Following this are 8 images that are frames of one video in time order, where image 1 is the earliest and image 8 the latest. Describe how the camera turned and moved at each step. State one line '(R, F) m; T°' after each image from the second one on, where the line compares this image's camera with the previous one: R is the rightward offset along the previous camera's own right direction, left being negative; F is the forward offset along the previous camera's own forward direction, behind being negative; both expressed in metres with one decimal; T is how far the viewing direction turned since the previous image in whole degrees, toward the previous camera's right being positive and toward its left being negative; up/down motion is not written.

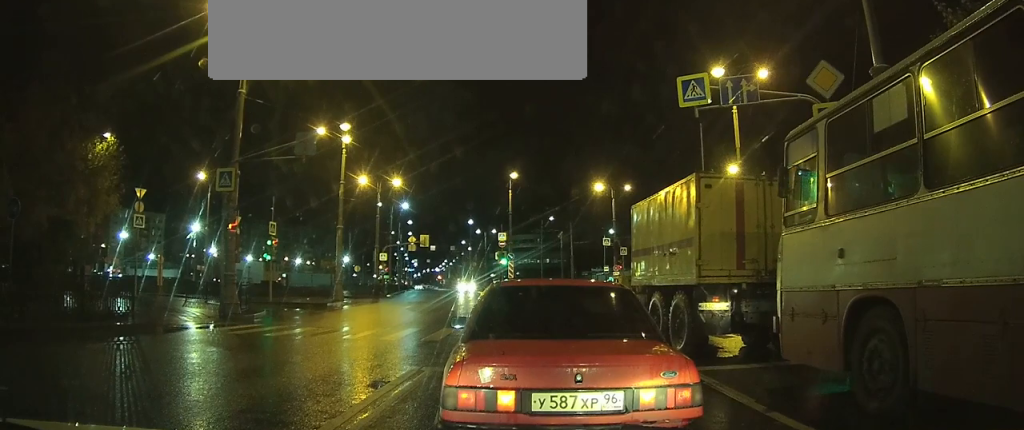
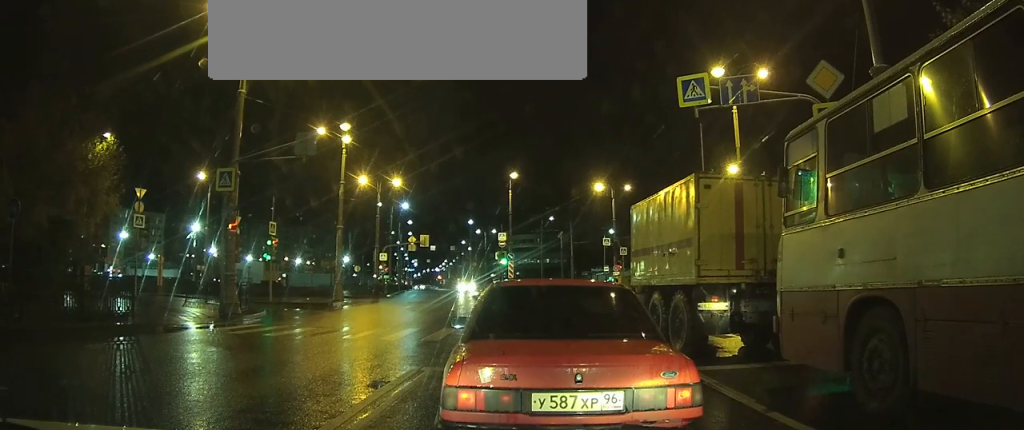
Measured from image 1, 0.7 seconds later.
(0.0, 0.0) m; 0°
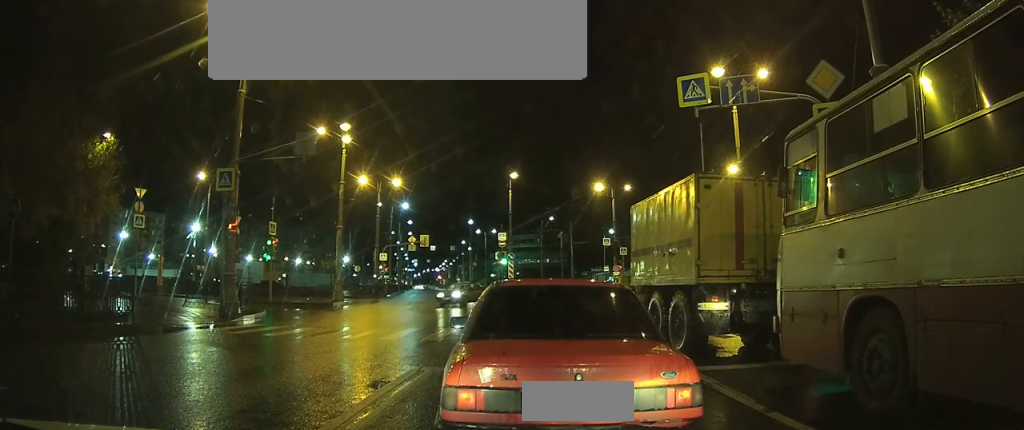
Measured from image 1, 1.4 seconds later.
(0.0, 0.0) m; 0°
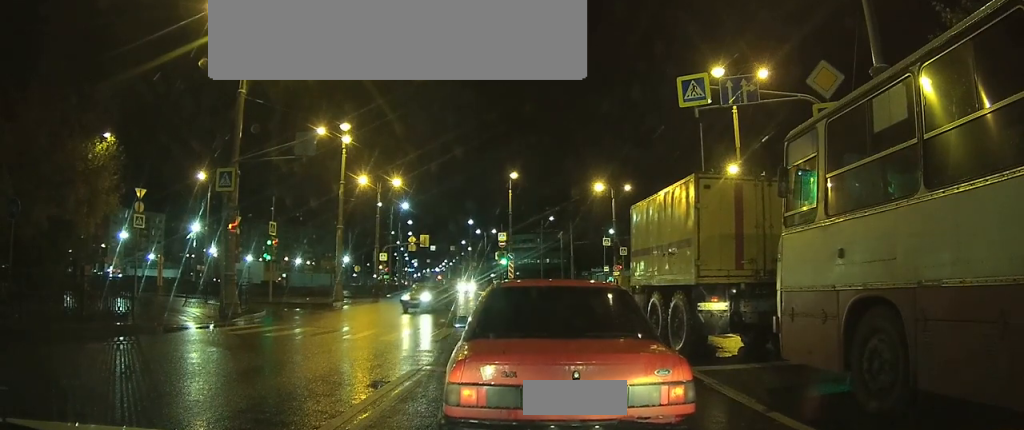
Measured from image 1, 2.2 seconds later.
(0.0, 0.0) m; 0°
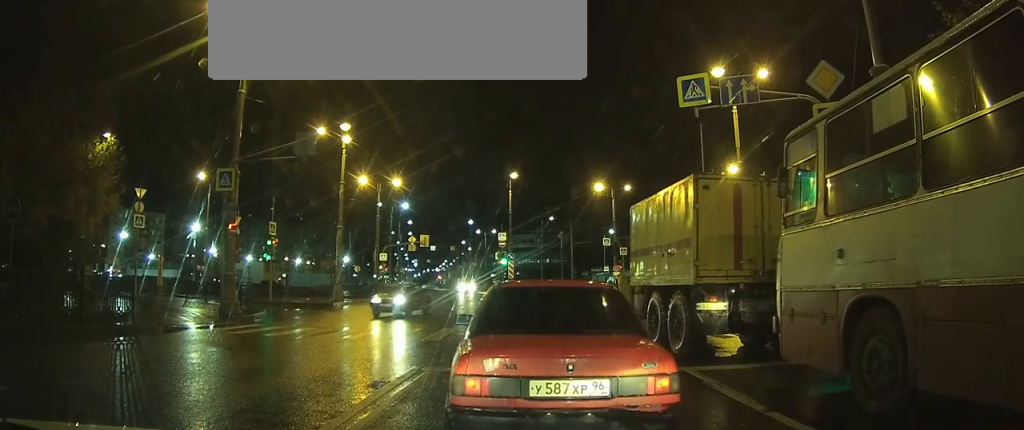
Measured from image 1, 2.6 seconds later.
(0.0, +0.1) m; 0°
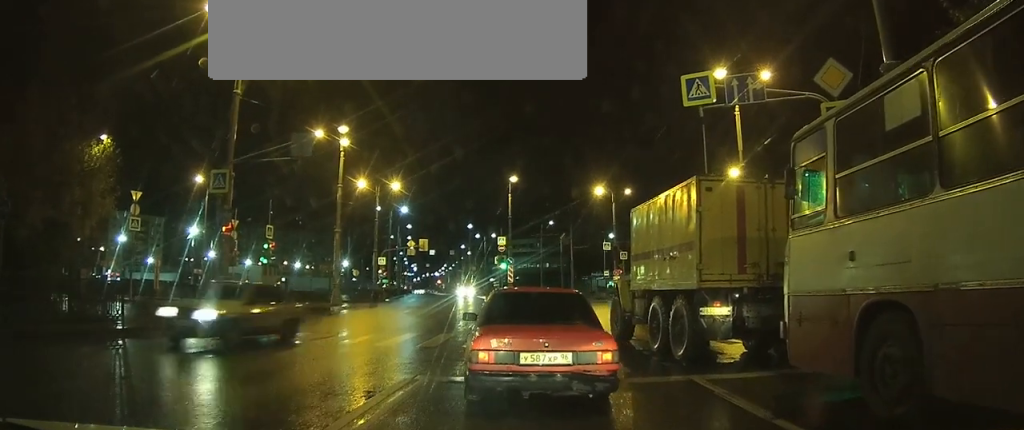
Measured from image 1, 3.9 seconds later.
(+0.1, +1.5) m; 0°
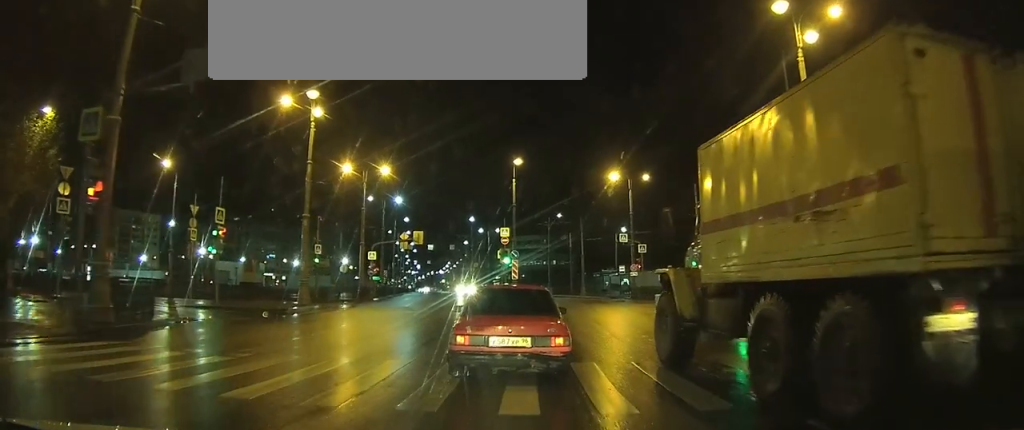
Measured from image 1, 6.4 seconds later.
(0.0, +6.8) m; 0°
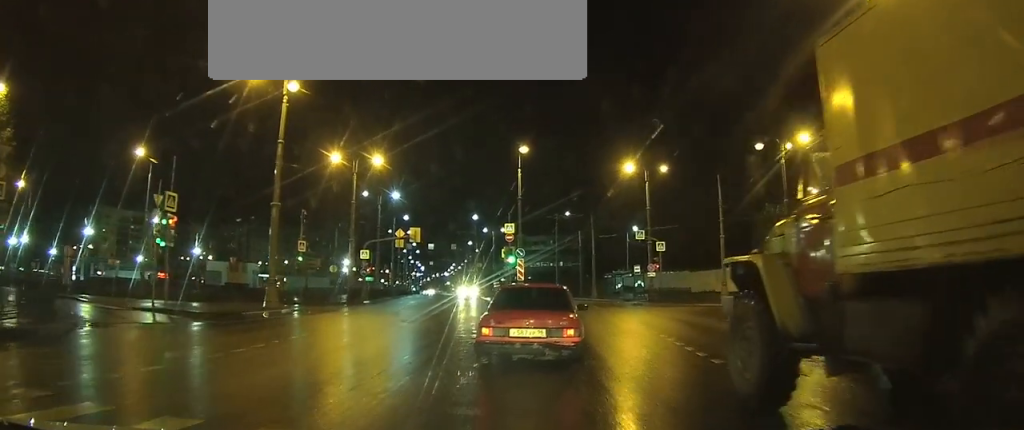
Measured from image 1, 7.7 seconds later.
(0.0, +5.6) m; 0°
